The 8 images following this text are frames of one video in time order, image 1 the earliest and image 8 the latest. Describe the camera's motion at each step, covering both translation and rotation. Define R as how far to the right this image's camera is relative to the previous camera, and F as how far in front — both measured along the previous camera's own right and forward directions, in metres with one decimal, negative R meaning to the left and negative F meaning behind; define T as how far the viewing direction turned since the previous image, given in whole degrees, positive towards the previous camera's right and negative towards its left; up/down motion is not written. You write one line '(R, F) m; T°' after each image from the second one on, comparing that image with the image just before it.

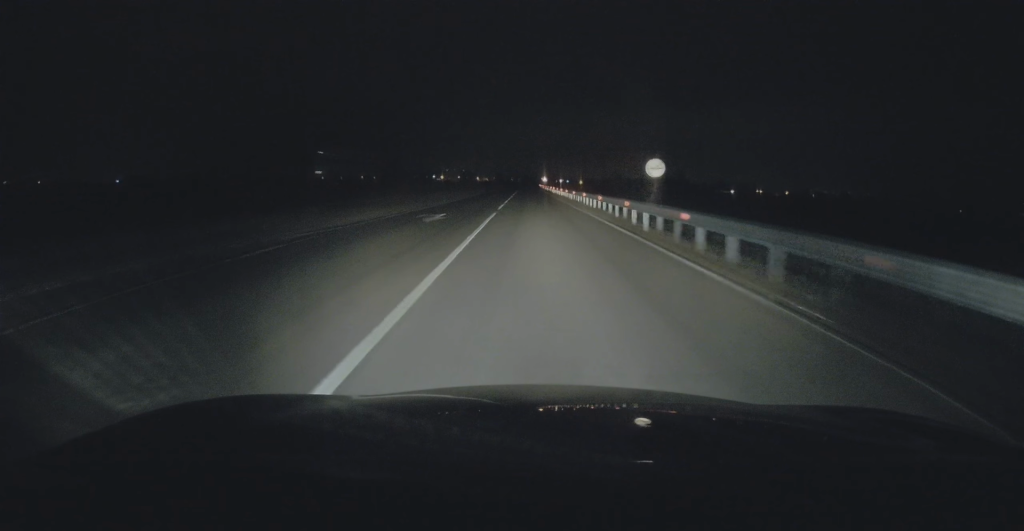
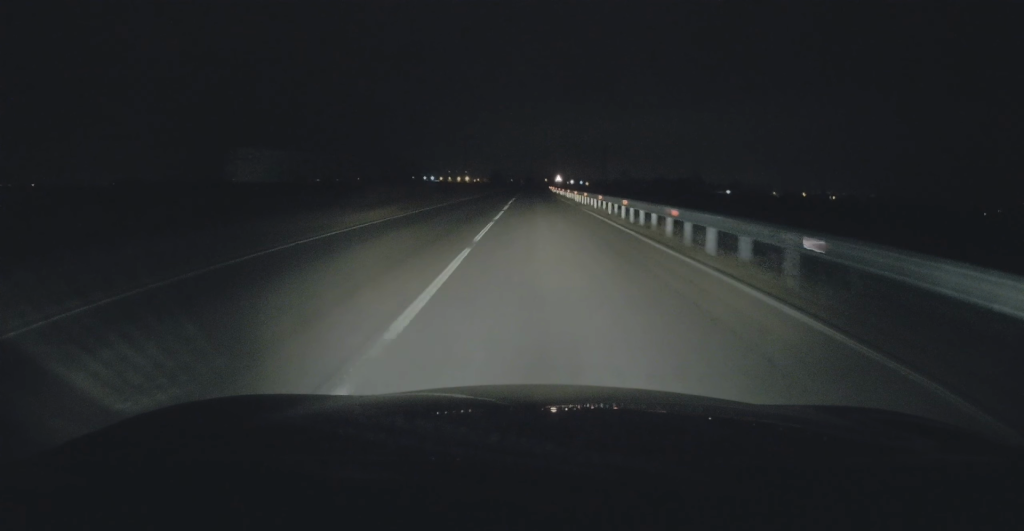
(-0.3, +54.0) m; -1°
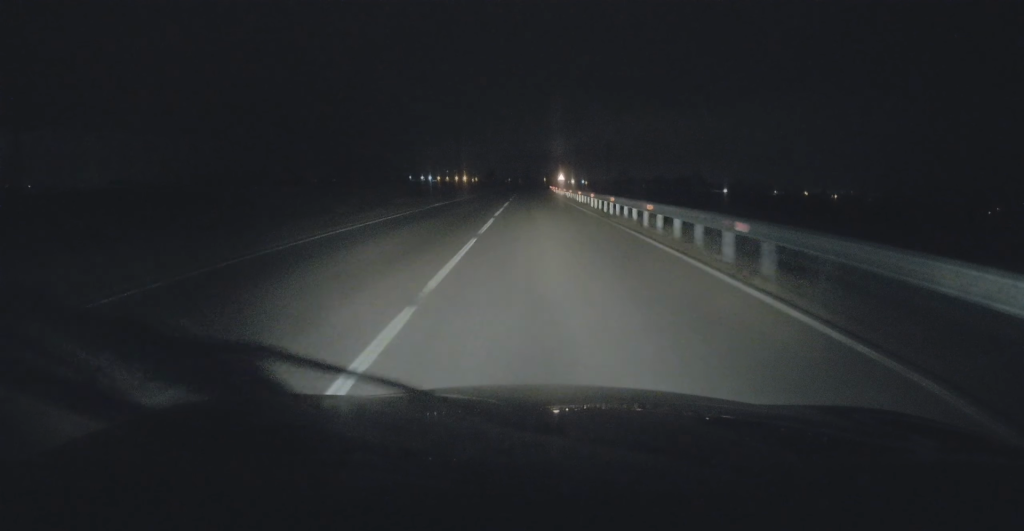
(0.0, +13.3) m; 0°
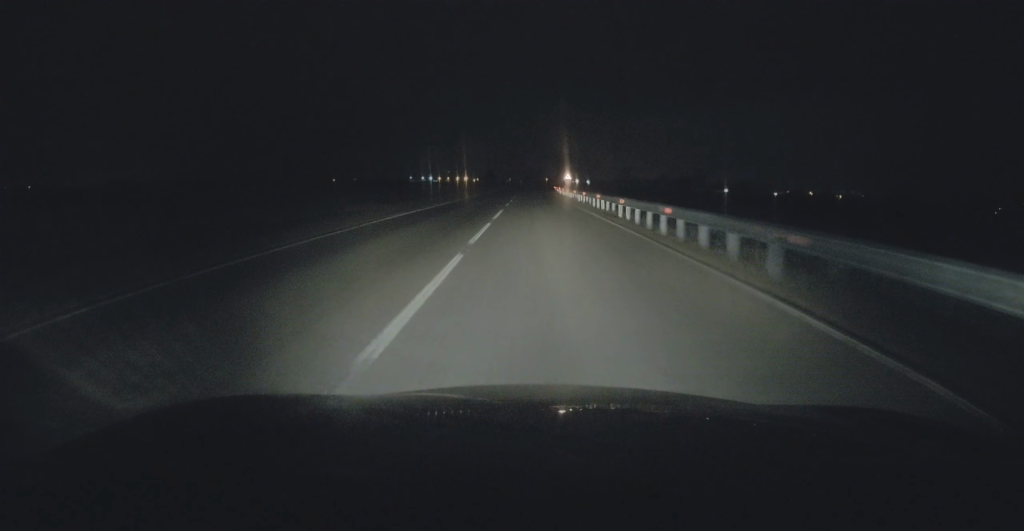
(0.0, +10.3) m; 0°
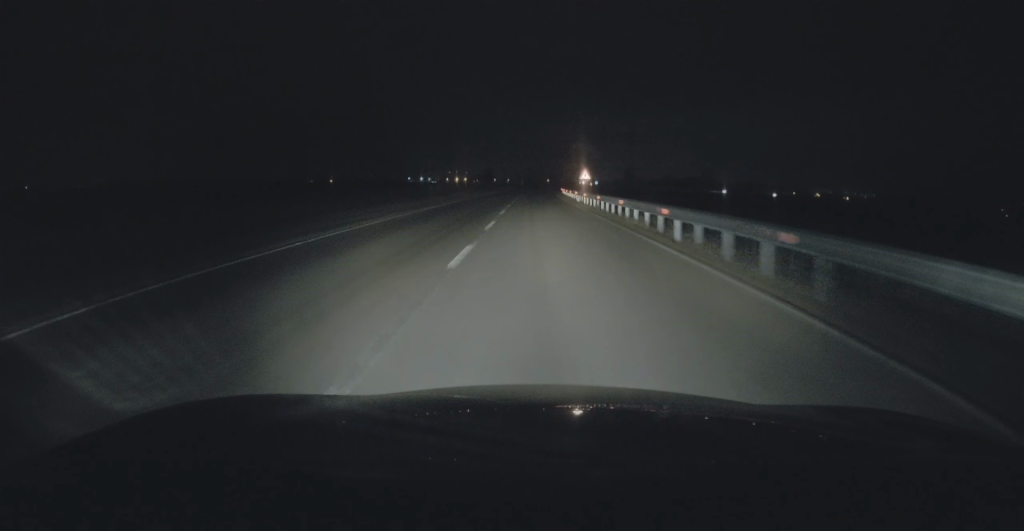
(+0.1, +23.6) m; 0°
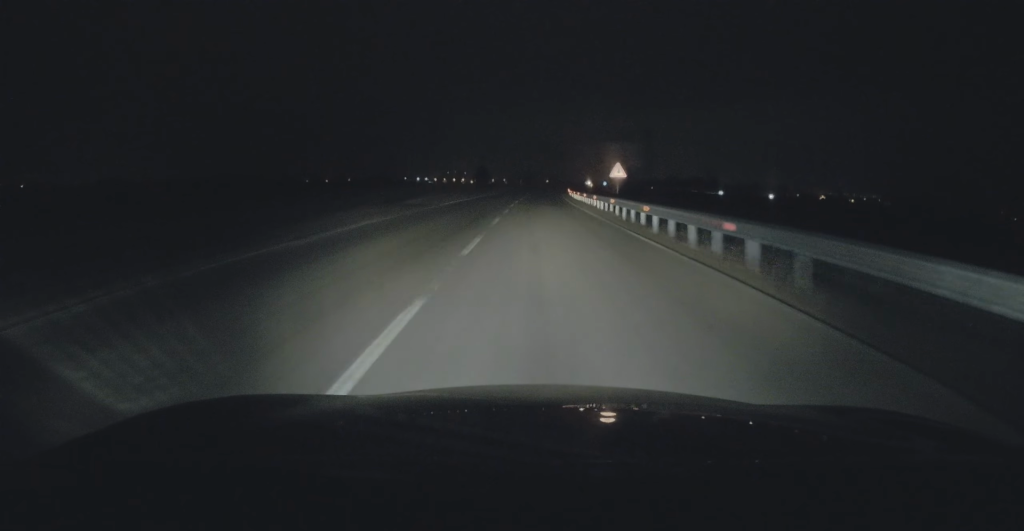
(0.0, +21.4) m; 0°
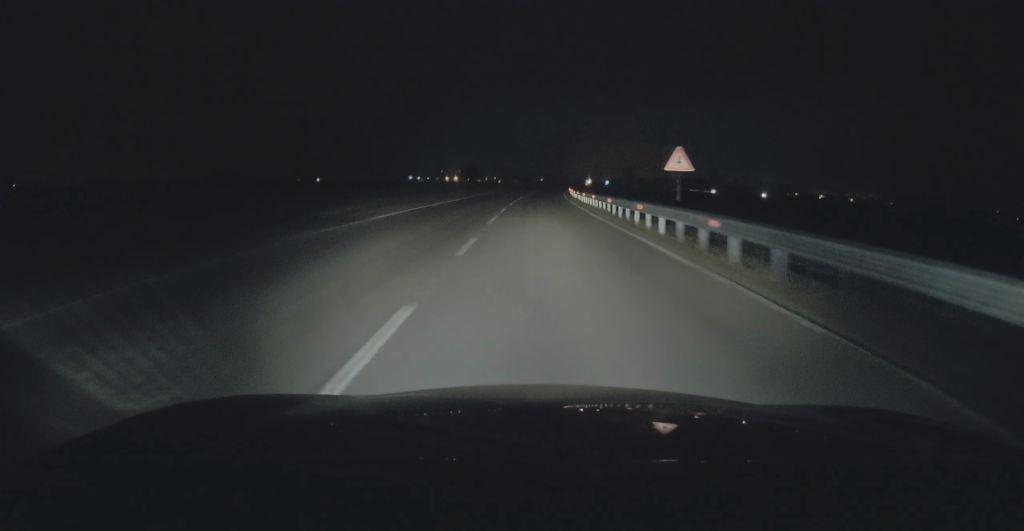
(-0.1, +15.5) m; 0°
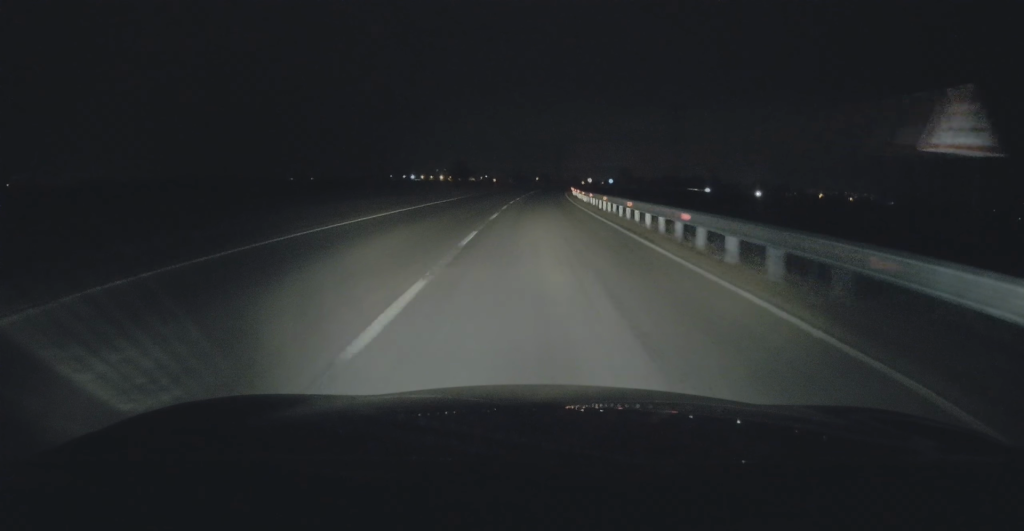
(+0.1, +14.0) m; 0°
